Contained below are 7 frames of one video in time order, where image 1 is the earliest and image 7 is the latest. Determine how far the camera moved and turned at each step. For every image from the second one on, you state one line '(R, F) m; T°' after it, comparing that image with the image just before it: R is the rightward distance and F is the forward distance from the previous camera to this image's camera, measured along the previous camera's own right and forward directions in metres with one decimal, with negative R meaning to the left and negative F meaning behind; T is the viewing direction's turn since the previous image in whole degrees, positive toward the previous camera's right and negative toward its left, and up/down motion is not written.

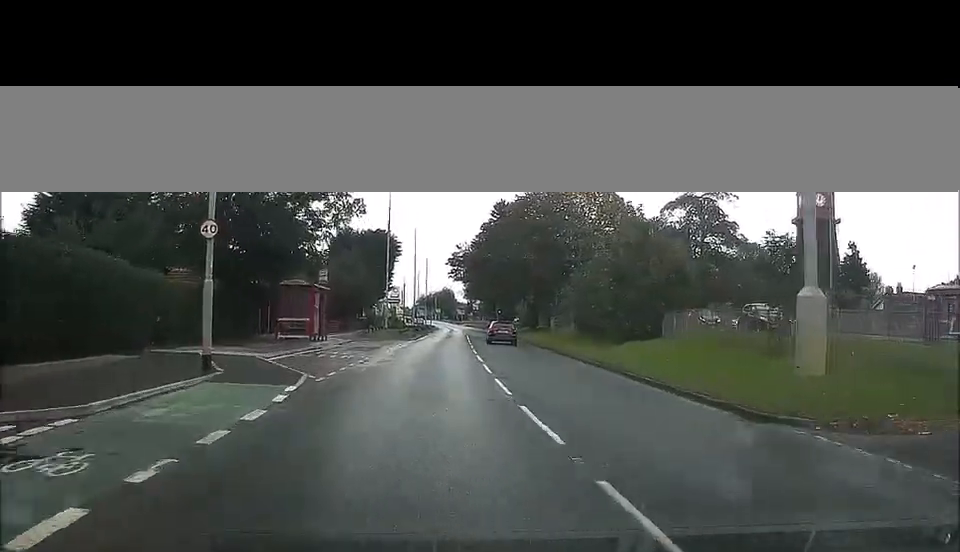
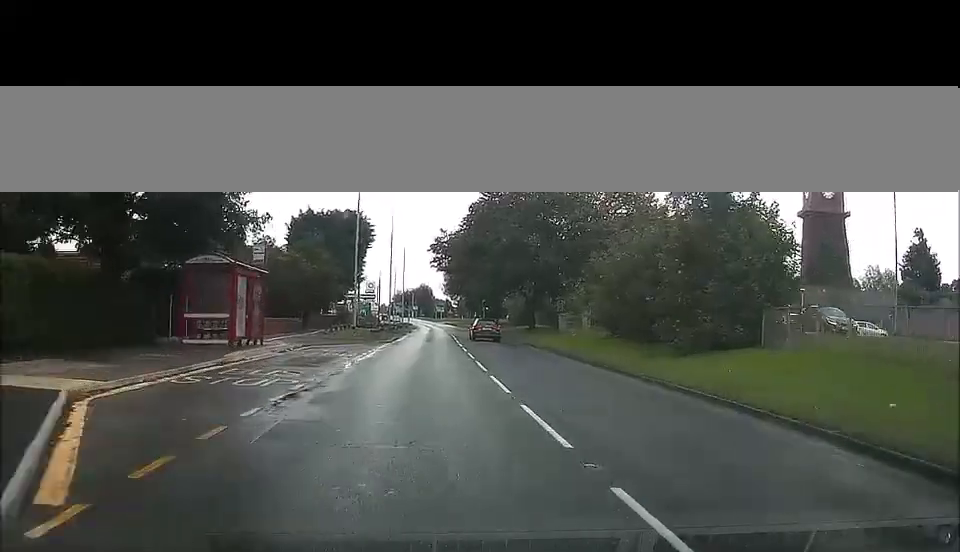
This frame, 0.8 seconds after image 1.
(+0.6, +13.0) m; +3°
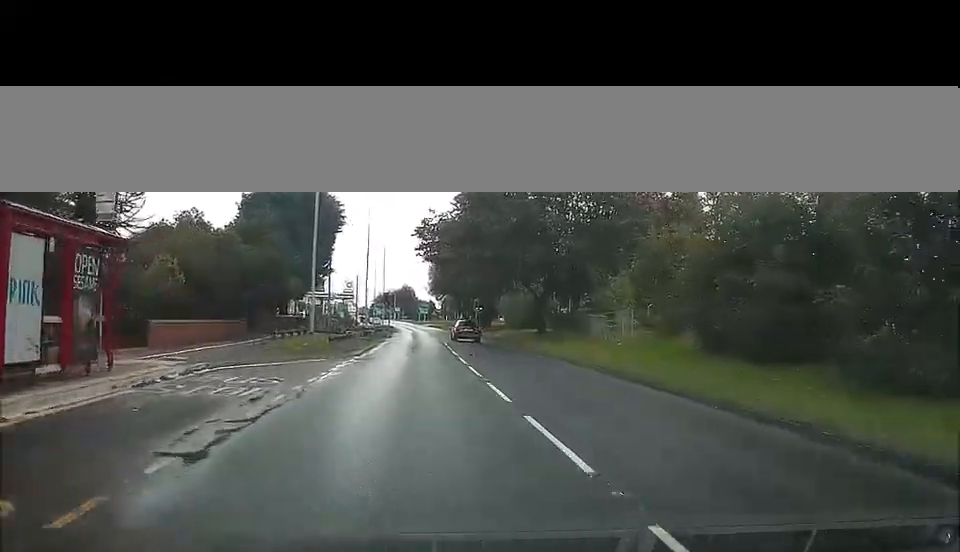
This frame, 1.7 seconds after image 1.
(+0.2, +14.0) m; +1°
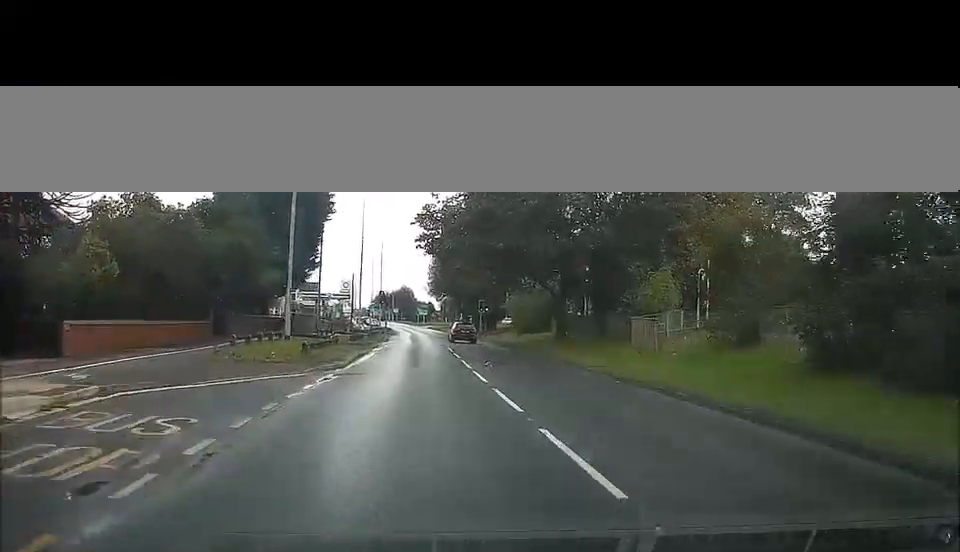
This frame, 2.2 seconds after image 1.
(0.0, +7.3) m; +1°
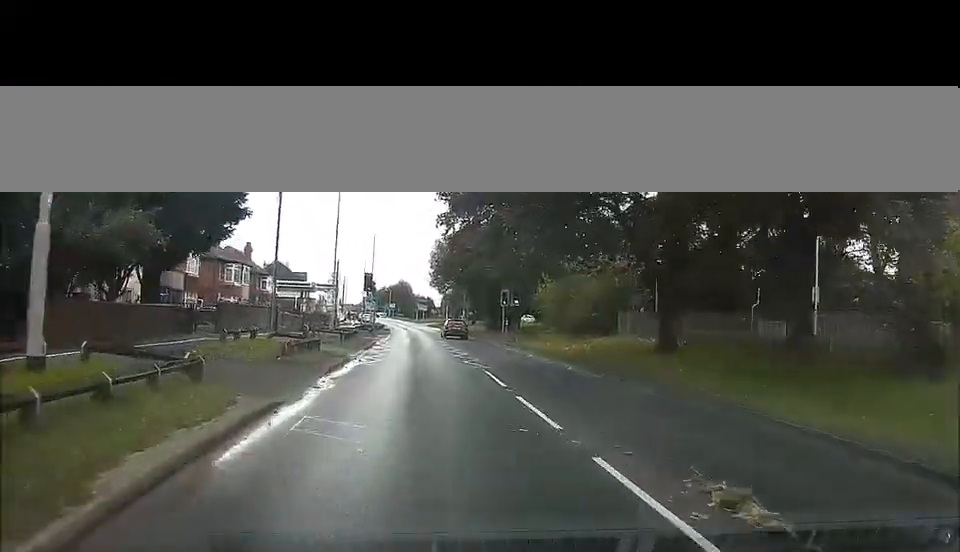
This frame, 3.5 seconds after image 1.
(+0.7, +20.8) m; +4°
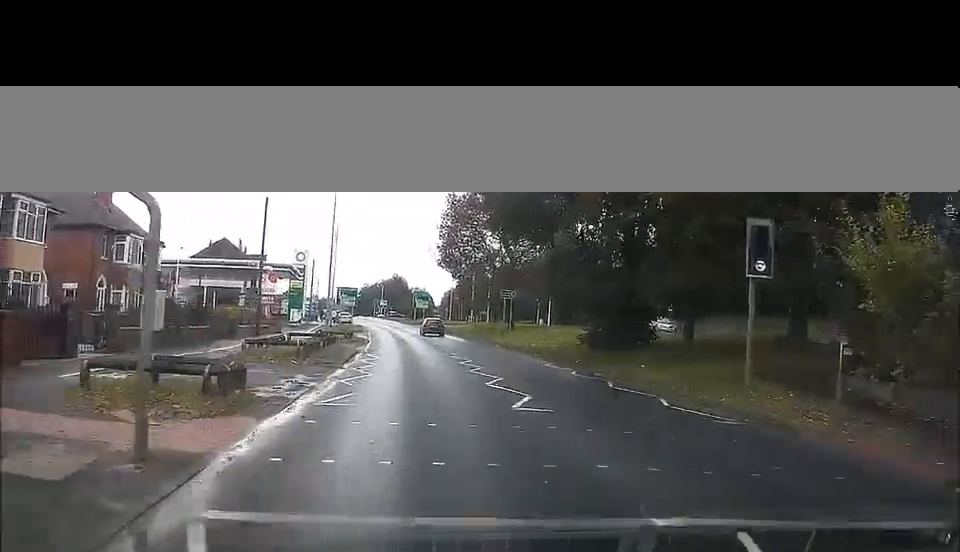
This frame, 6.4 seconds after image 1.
(-0.2, +43.3) m; 0°
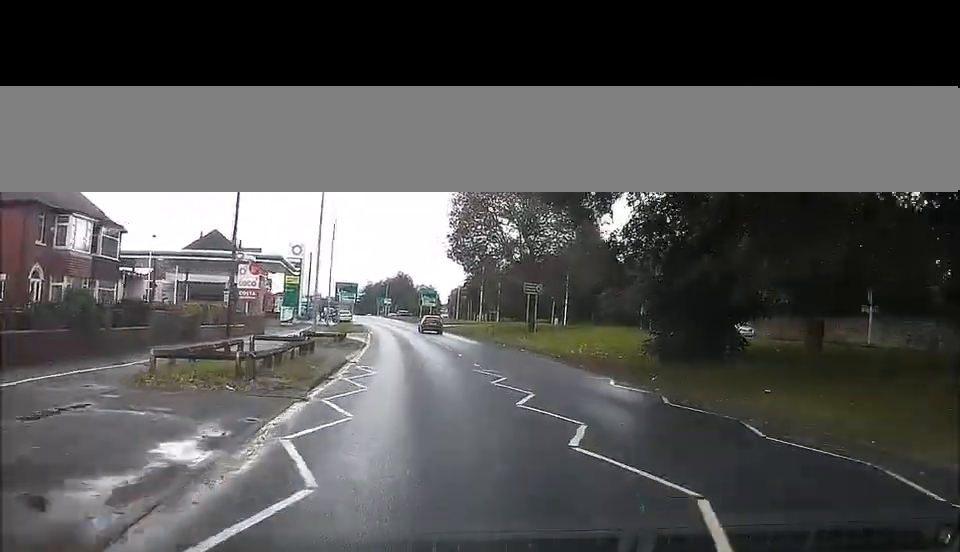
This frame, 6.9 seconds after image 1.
(-0.1, +8.6) m; +1°
